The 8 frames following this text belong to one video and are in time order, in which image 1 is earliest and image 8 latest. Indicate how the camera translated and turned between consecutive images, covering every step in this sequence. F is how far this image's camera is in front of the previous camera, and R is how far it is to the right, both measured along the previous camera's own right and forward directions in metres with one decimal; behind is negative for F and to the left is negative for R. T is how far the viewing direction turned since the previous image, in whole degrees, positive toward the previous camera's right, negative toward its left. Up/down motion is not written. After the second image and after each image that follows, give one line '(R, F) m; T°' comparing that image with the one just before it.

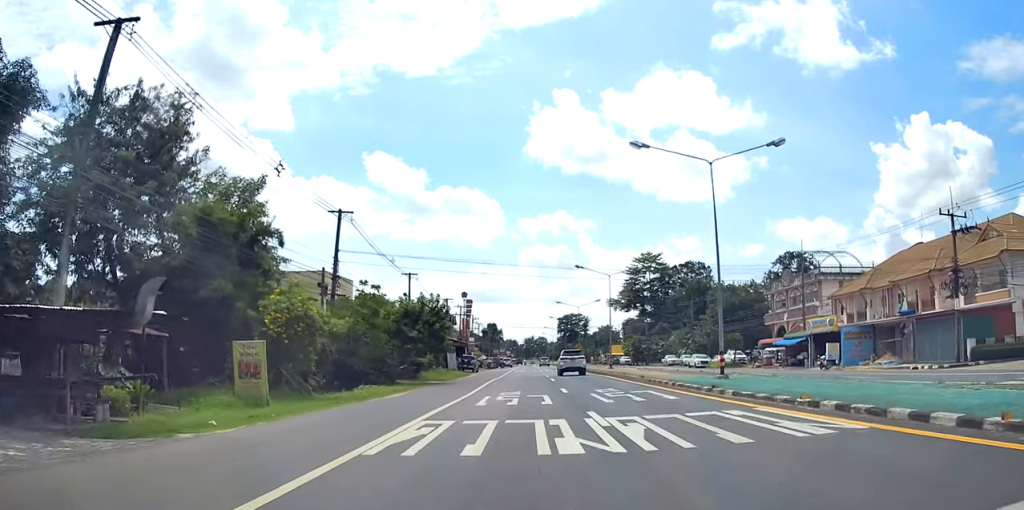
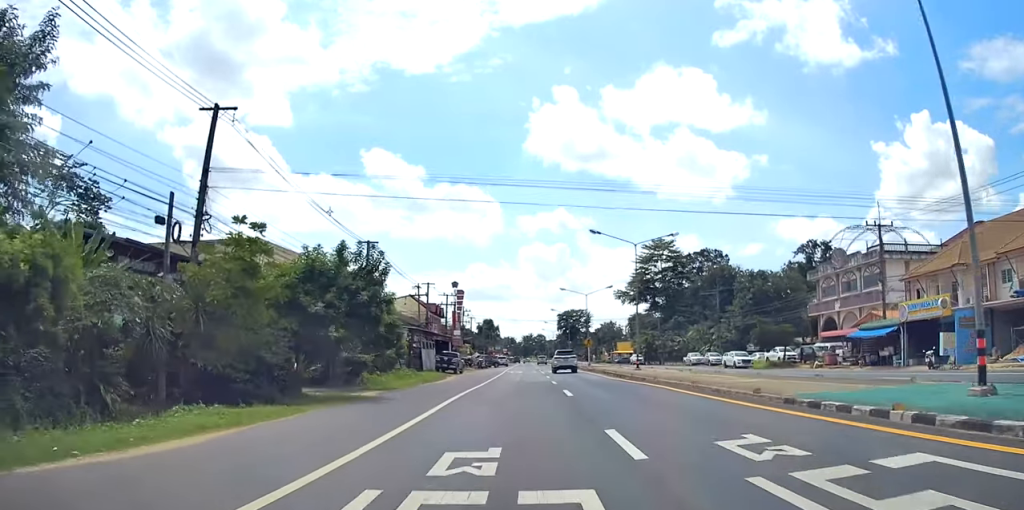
(0.0, +15.5) m; 0°
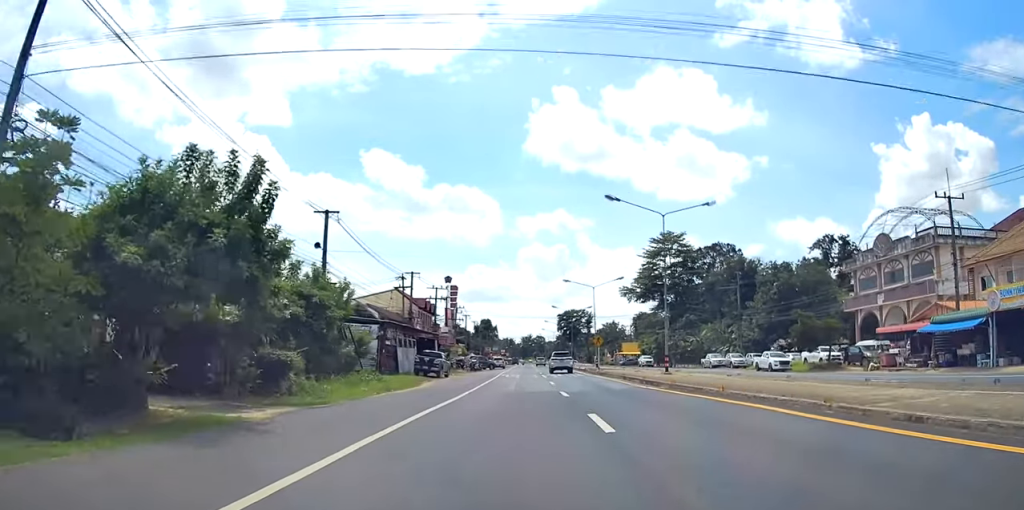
(0.0, +9.5) m; 0°
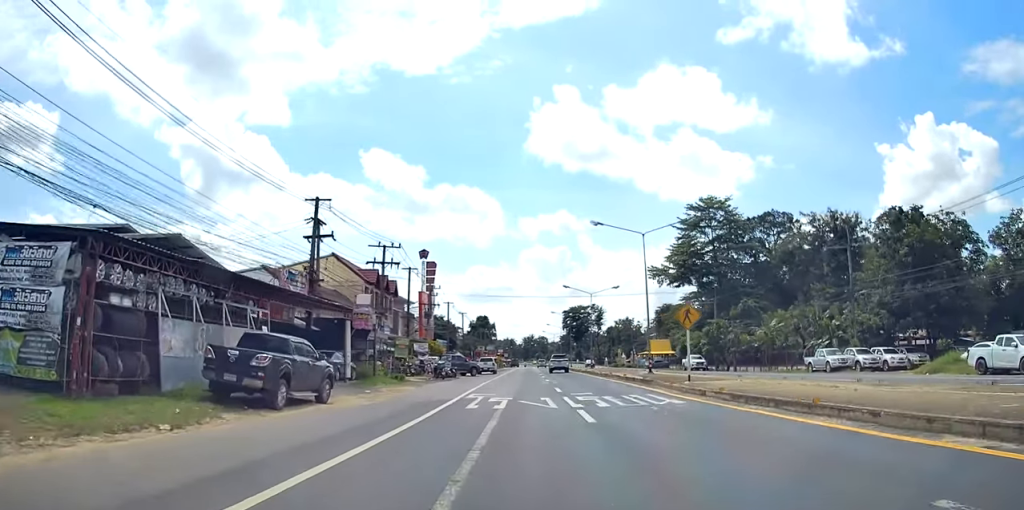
(+0.1, +29.1) m; +1°
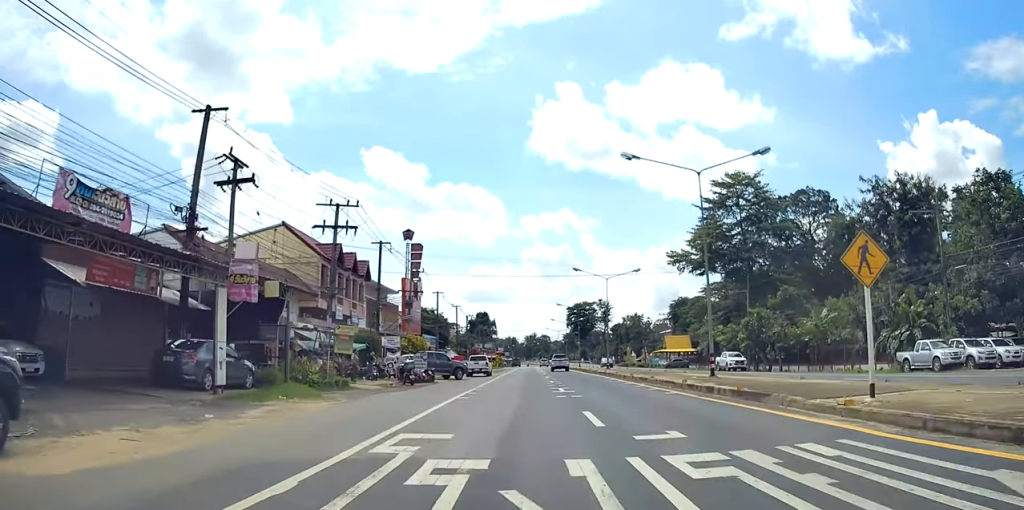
(+0.1, +12.9) m; +1°
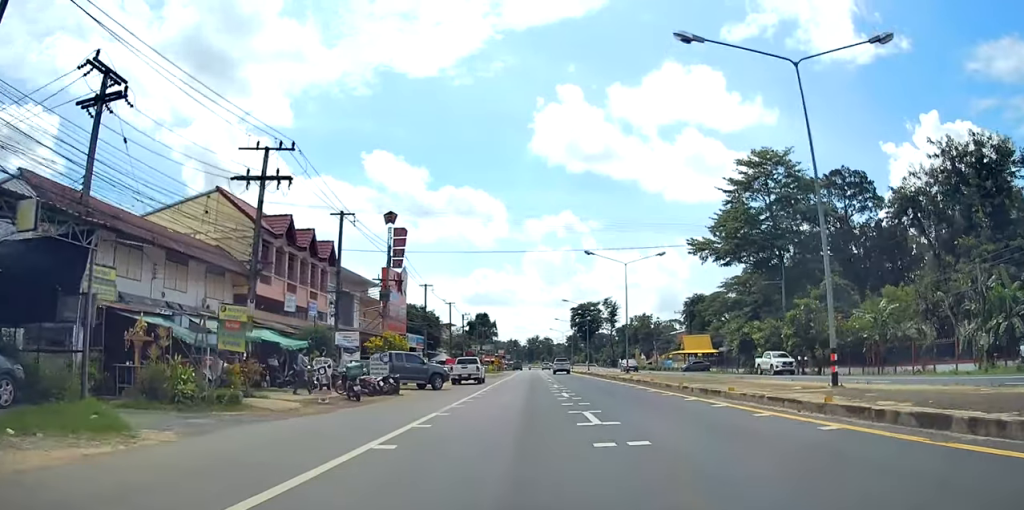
(+0.2, +10.7) m; 0°
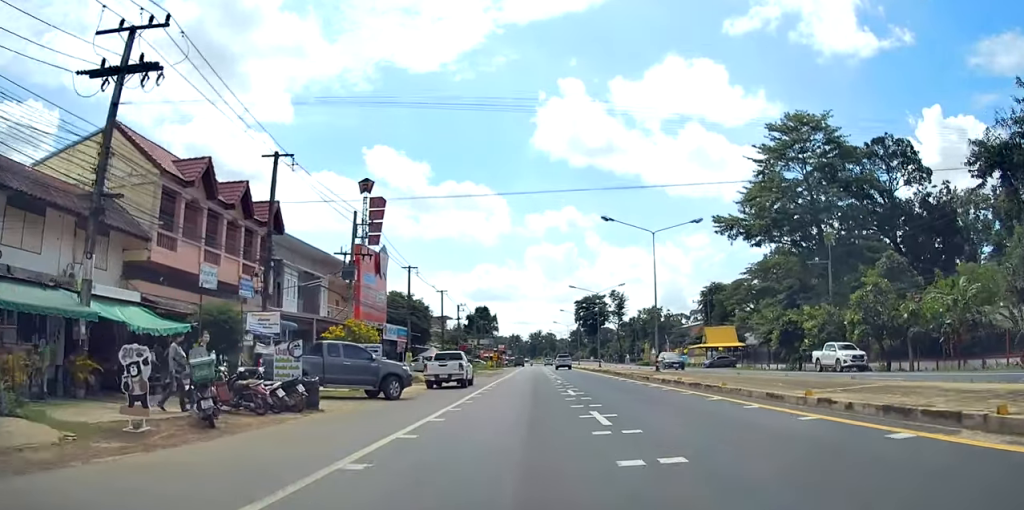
(-0.3, +11.1) m; 0°
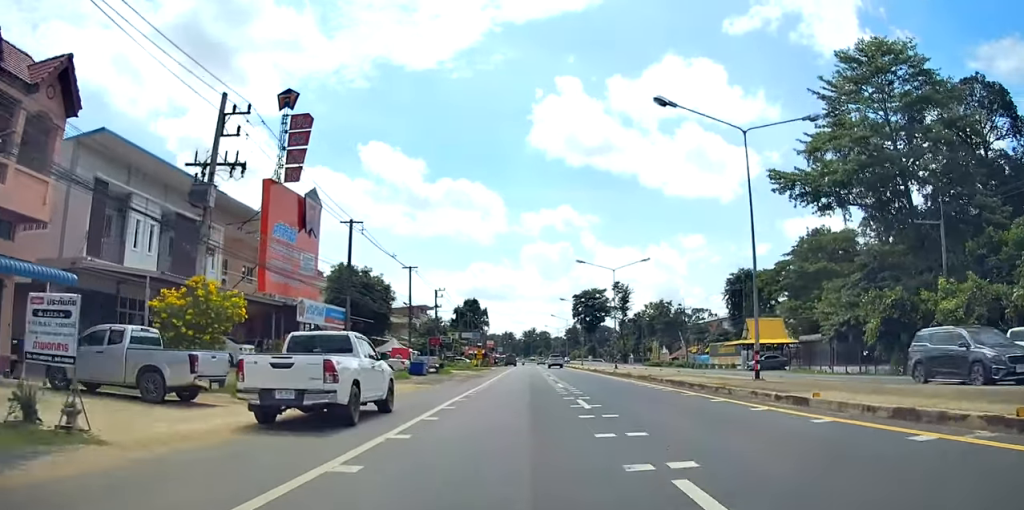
(+0.1, +18.6) m; -1°
